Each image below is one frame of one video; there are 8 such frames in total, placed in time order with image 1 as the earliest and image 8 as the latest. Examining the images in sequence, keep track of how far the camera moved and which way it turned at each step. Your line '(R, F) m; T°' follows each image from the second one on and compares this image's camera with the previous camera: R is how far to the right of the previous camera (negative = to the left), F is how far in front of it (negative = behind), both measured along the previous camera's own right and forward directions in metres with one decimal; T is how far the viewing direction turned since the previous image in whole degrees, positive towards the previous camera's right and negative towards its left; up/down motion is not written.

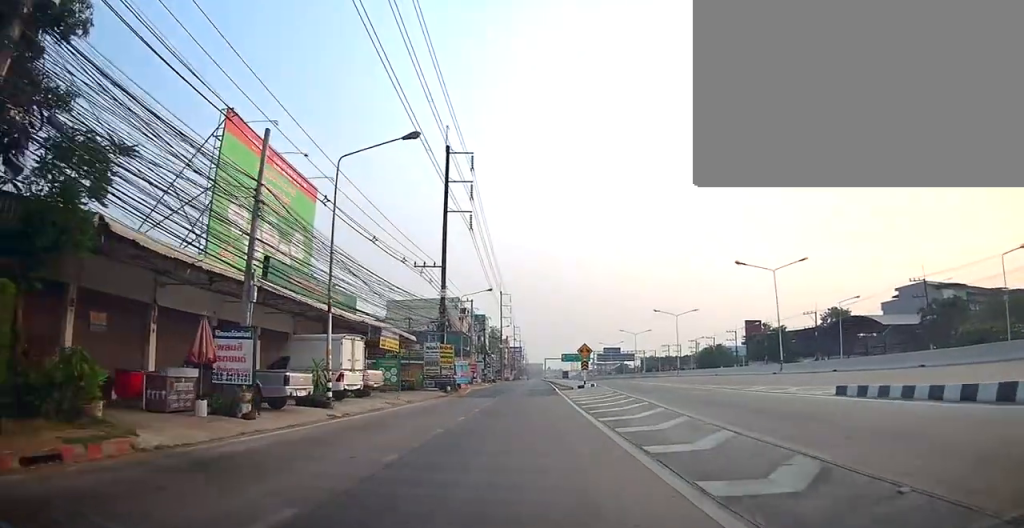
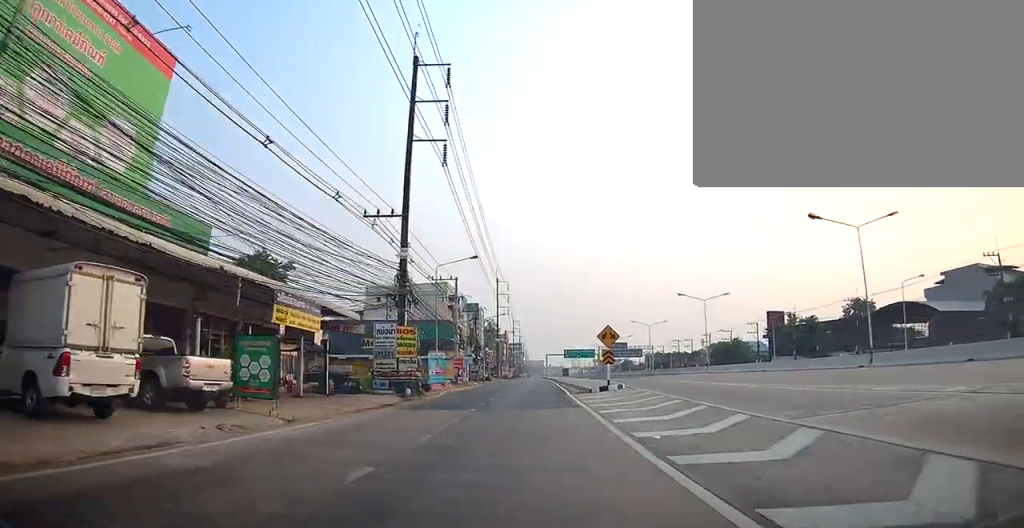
(-0.1, +13.8) m; 0°
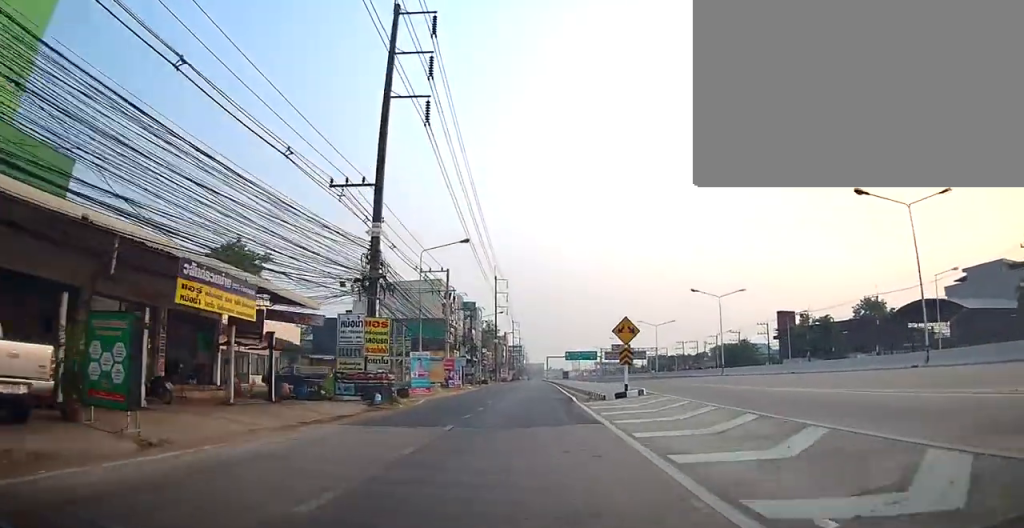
(0.0, +5.7) m; 0°
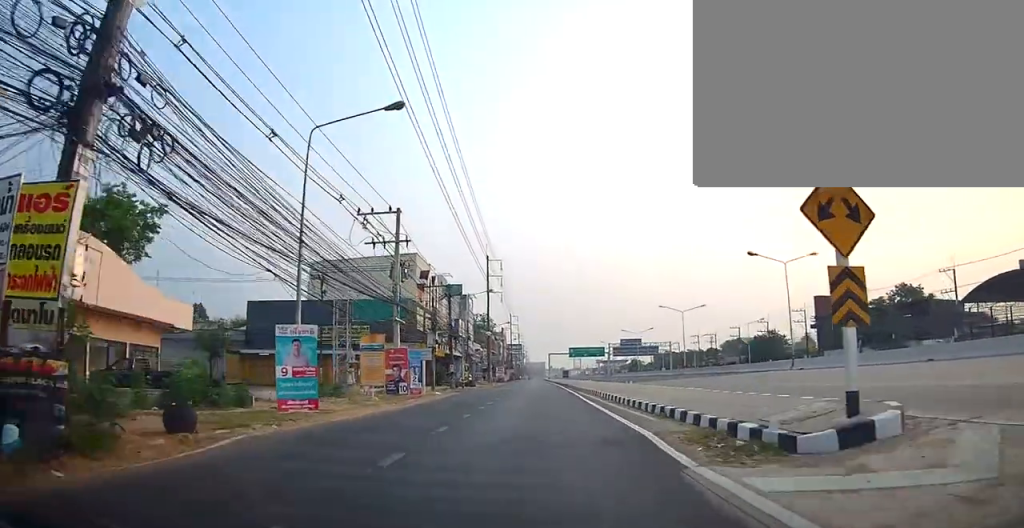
(+0.1, +17.7) m; +1°
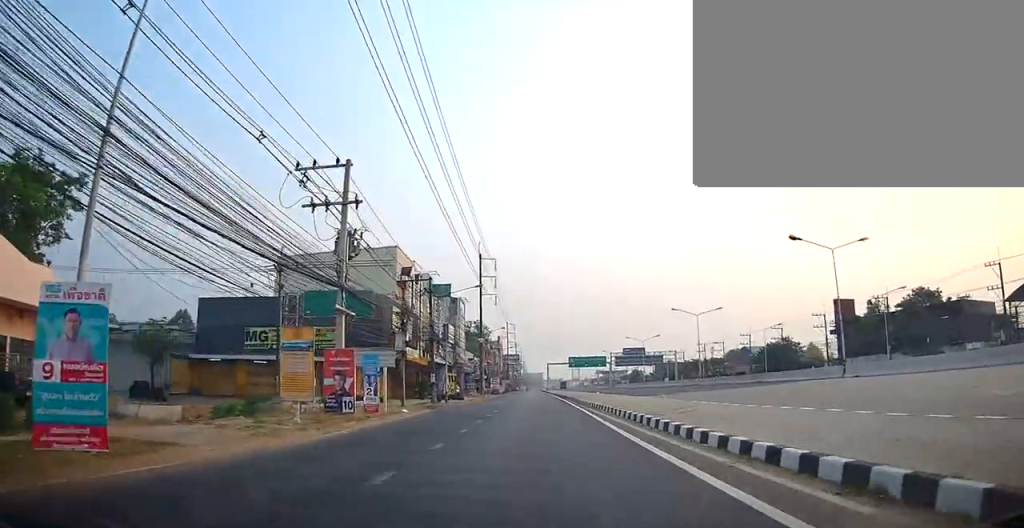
(-0.2, +8.6) m; +2°
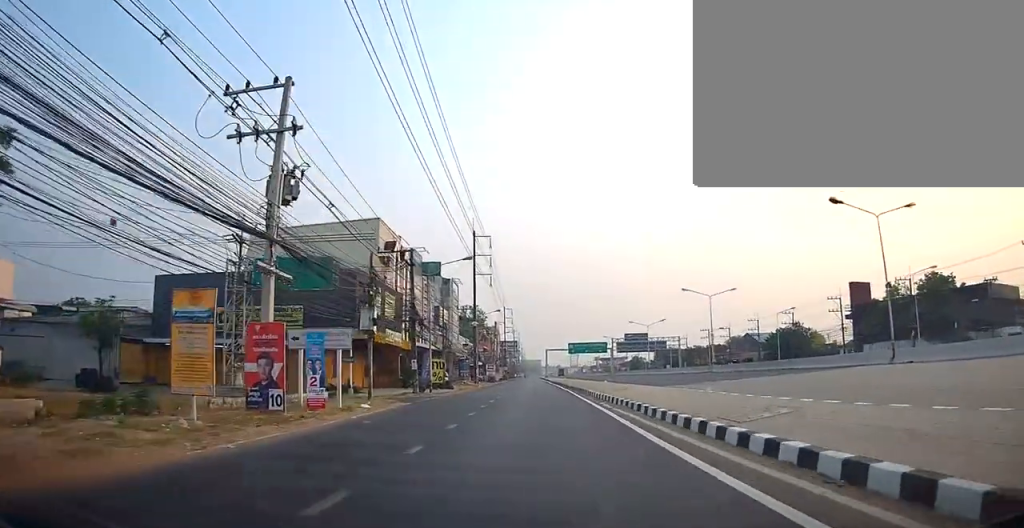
(+0.2, +6.1) m; +1°
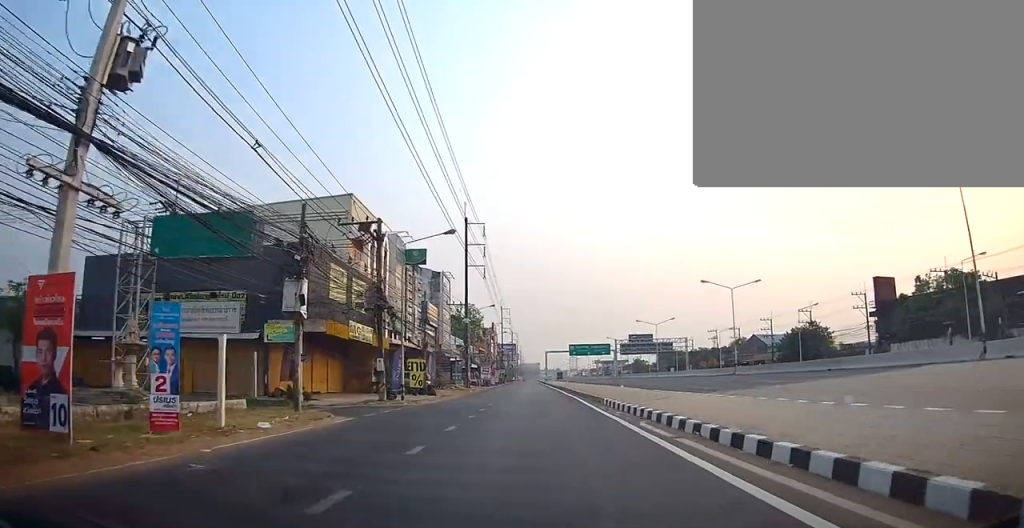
(+0.3, +8.0) m; +2°
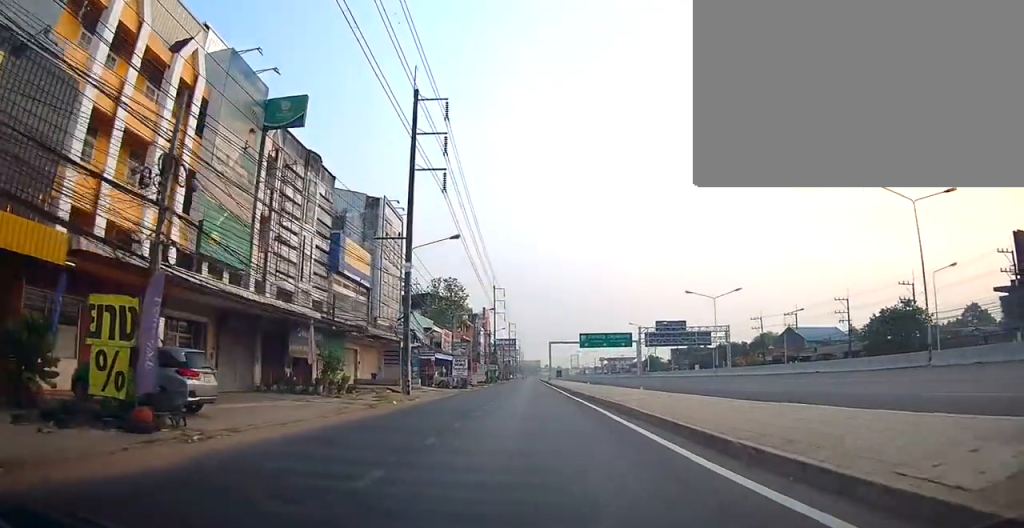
(+0.2, +30.9) m; +1°
